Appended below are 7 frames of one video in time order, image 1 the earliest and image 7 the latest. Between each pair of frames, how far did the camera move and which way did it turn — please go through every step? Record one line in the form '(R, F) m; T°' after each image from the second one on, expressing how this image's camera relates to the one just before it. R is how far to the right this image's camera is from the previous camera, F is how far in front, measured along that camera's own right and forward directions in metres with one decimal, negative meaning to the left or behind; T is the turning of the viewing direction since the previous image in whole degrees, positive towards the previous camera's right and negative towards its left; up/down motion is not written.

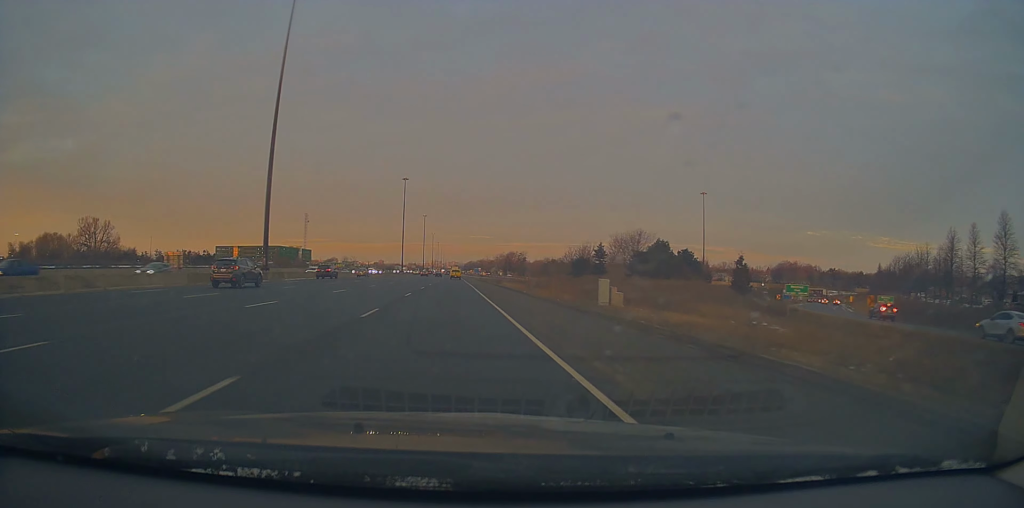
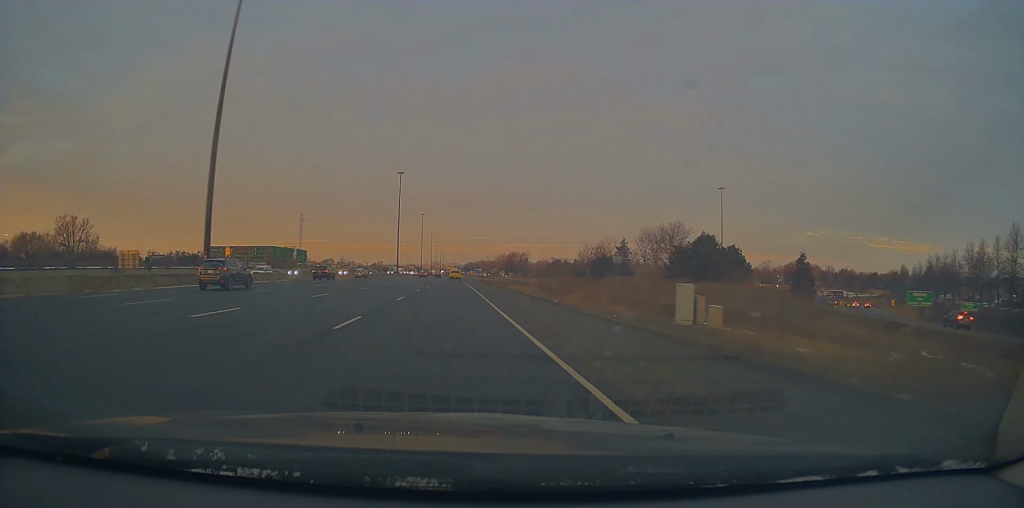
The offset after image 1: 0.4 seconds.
(-0.1, +15.6) m; 0°
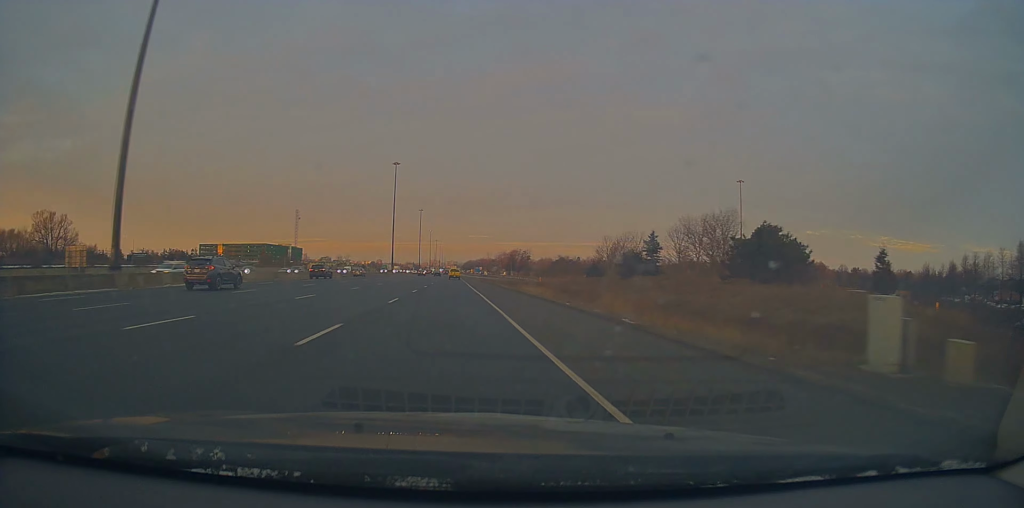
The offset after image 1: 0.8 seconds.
(-0.1, +14.4) m; 0°
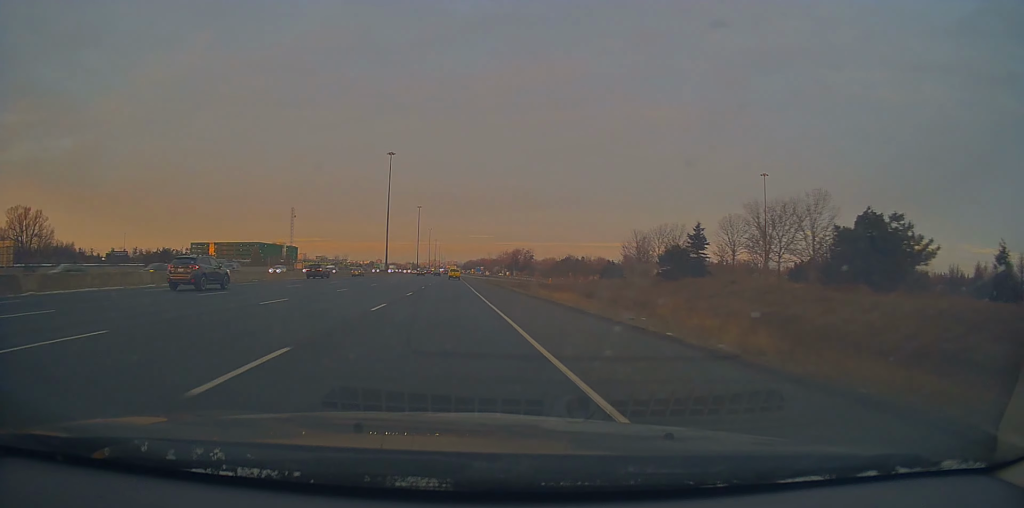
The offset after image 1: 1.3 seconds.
(0.0, +15.6) m; 0°
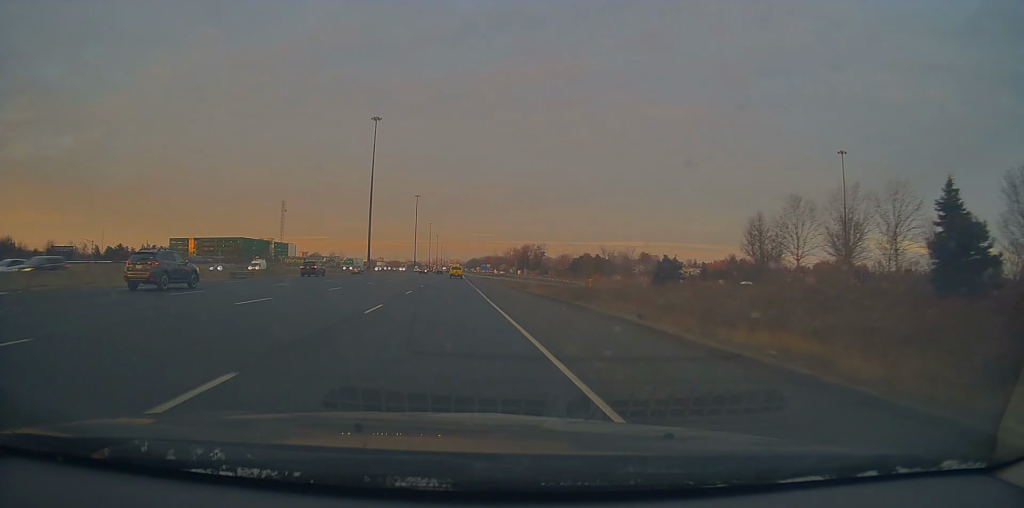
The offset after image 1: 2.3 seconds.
(+0.2, +38.6) m; 0°
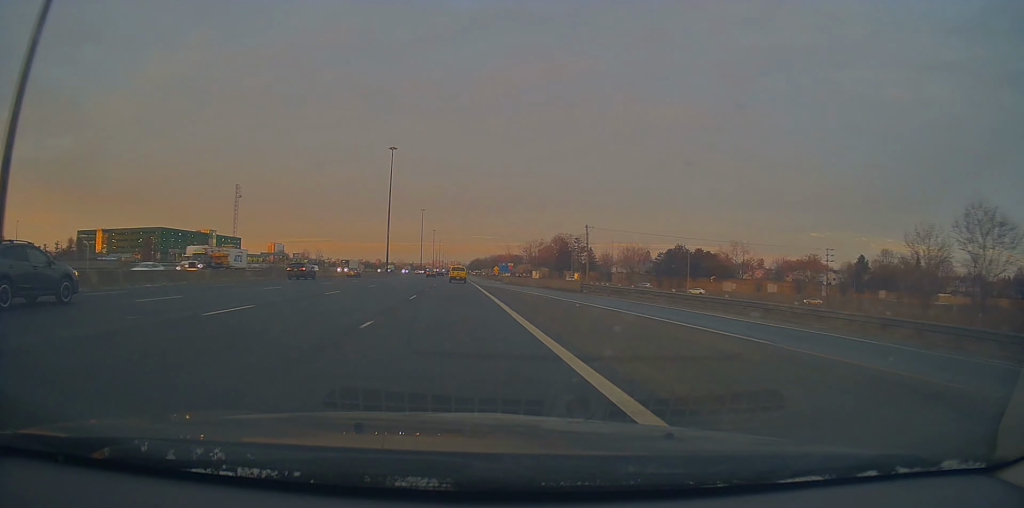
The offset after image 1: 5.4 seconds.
(-0.1, +111.5) m; -1°
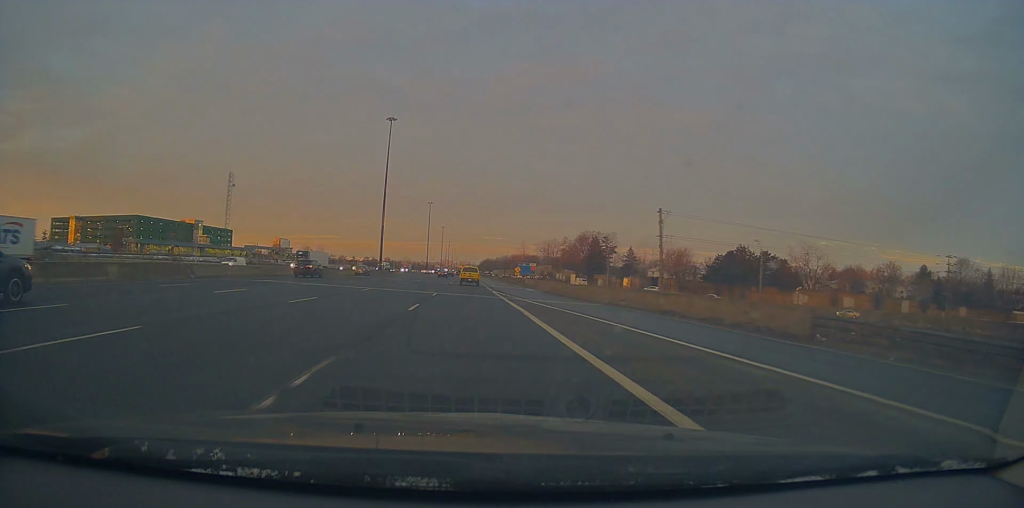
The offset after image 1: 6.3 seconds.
(-0.3, +30.9) m; 0°
